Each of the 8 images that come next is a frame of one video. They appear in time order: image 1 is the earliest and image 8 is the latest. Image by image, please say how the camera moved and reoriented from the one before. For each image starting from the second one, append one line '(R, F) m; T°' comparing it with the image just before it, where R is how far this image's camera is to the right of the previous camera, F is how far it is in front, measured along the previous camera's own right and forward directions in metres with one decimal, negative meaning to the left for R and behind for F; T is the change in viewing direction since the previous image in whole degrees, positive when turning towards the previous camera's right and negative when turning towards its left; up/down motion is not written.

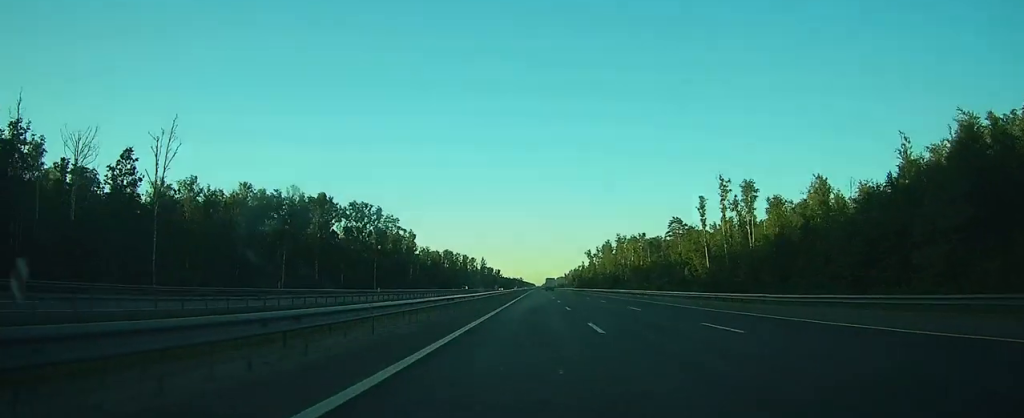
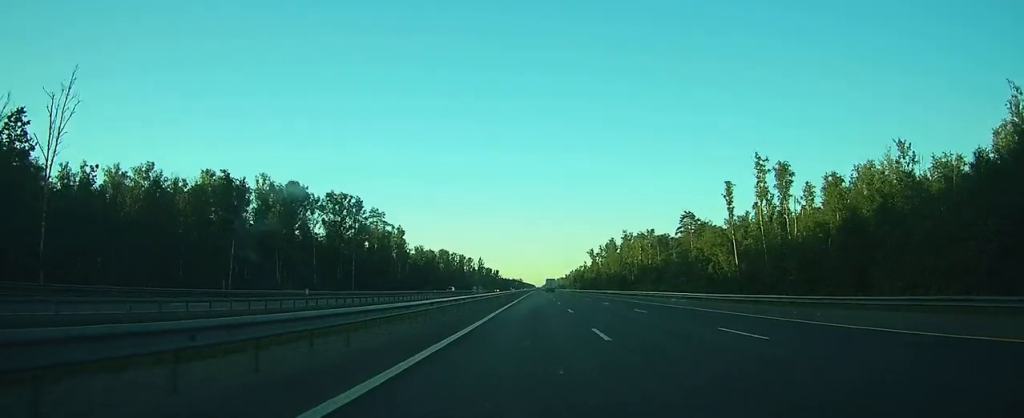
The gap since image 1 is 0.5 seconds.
(0.0, +17.8) m; 0°
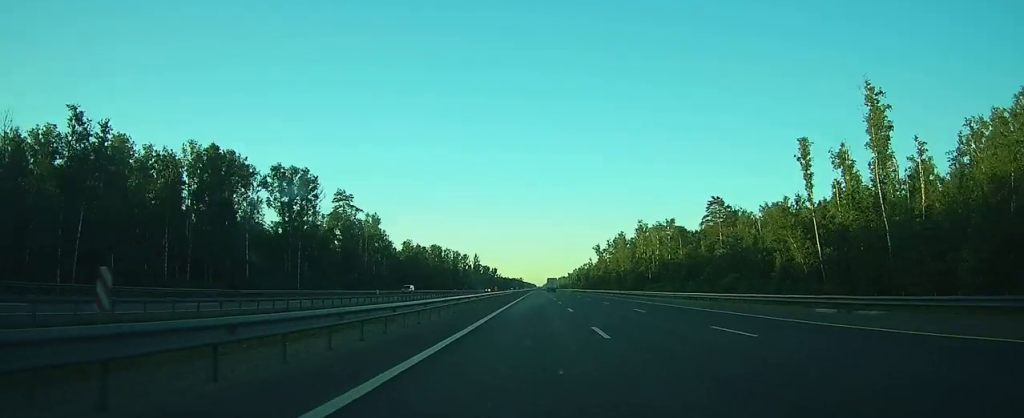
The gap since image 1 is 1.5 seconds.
(-0.1, +31.2) m; 0°
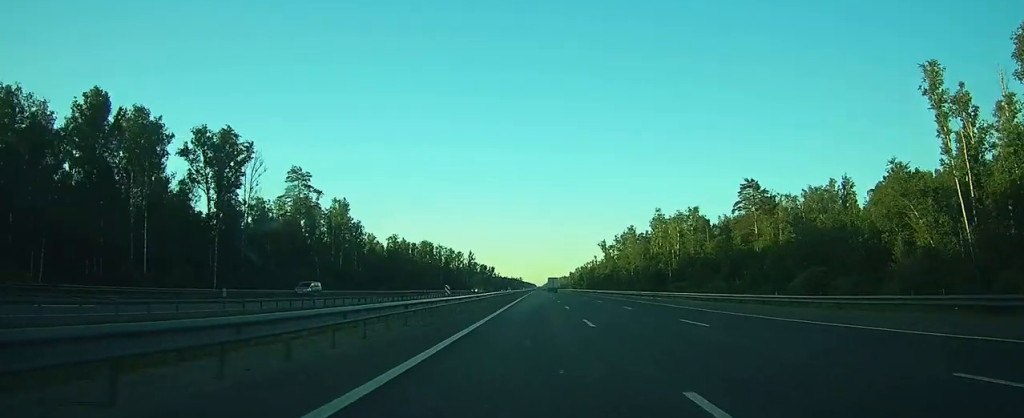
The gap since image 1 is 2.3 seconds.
(-0.1, +27.9) m; 0°
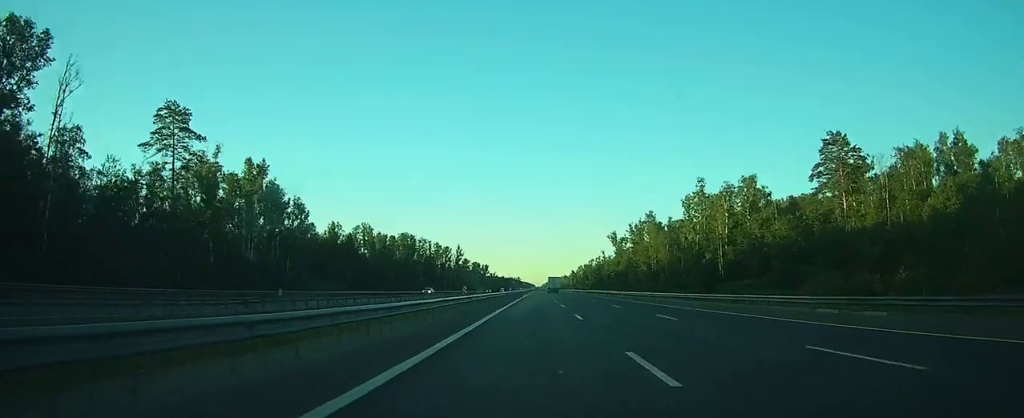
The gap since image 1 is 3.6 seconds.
(-0.1, +43.6) m; 0°
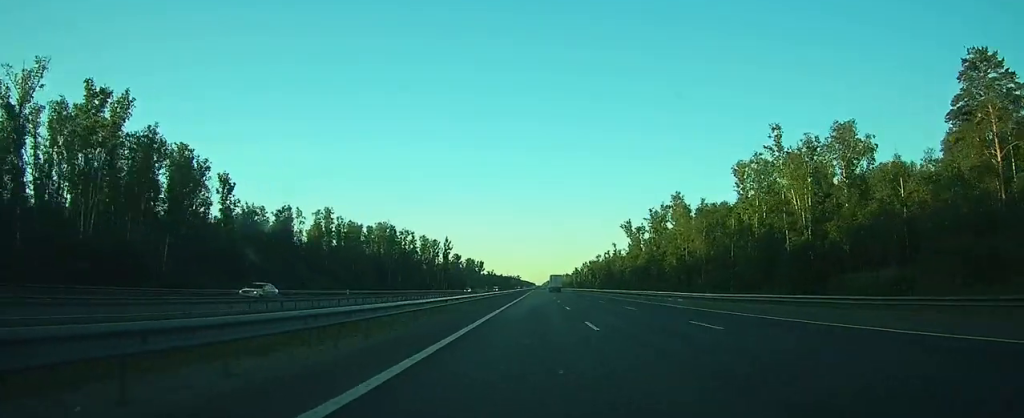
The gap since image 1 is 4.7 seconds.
(-0.1, +38.1) m; 0°
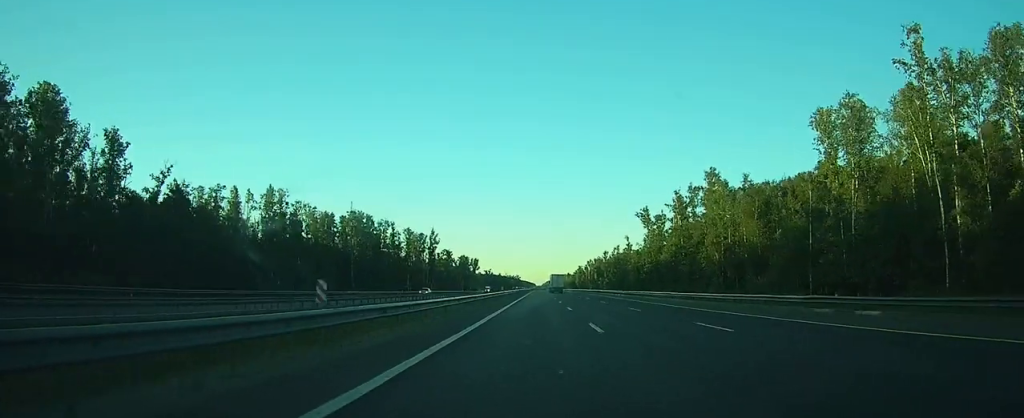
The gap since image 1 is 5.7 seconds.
(0.0, +32.6) m; 0°
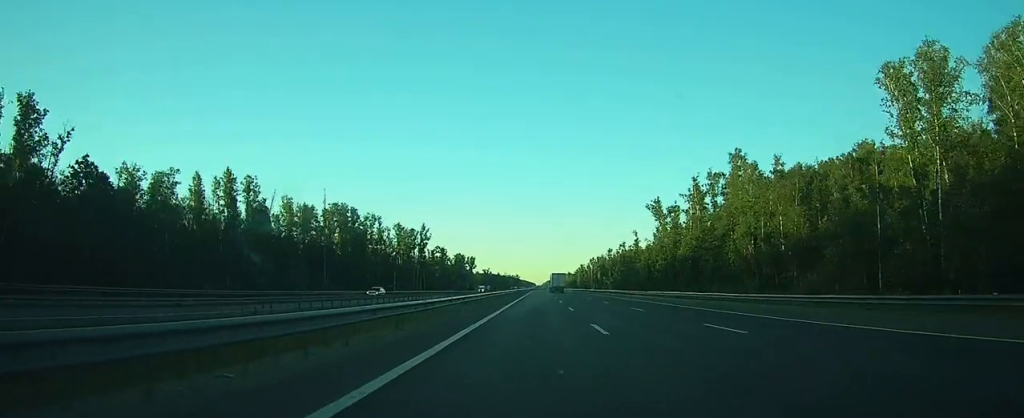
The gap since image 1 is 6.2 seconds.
(0.0, +16.9) m; 0°
